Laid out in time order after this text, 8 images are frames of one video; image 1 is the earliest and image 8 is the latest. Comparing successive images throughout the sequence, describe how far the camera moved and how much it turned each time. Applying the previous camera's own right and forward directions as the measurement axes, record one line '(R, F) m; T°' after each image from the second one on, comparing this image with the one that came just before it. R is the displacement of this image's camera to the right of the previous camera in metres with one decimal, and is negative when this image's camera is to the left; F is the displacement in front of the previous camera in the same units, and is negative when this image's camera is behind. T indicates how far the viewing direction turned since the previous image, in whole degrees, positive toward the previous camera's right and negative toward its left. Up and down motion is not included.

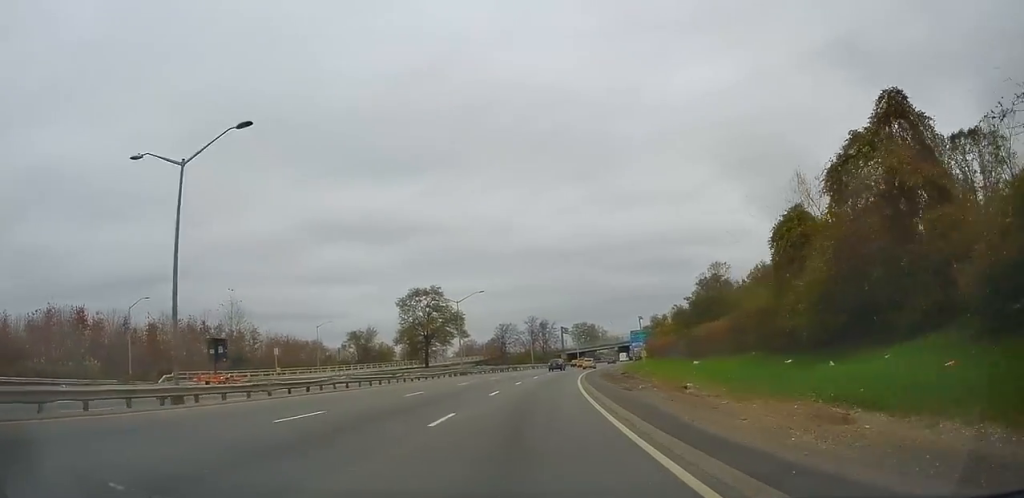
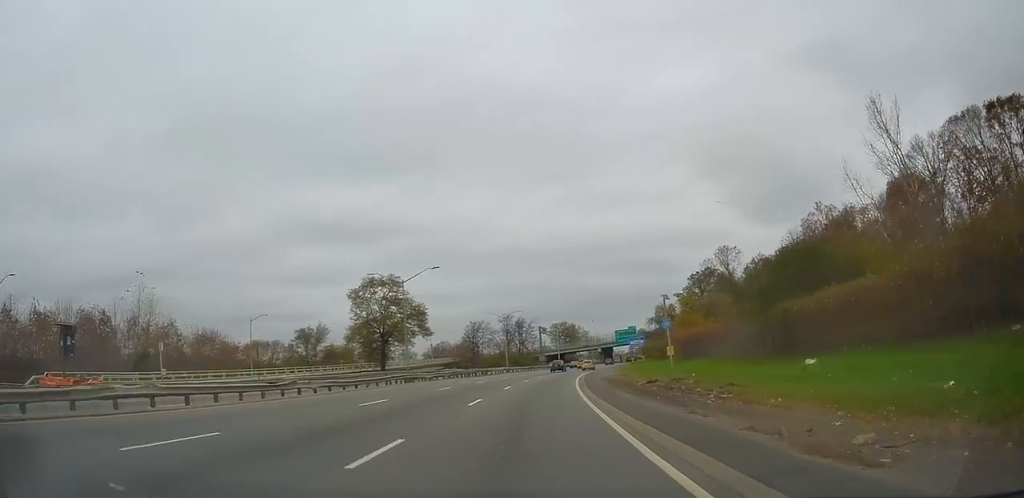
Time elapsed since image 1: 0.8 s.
(+0.6, +17.7) m; +3°
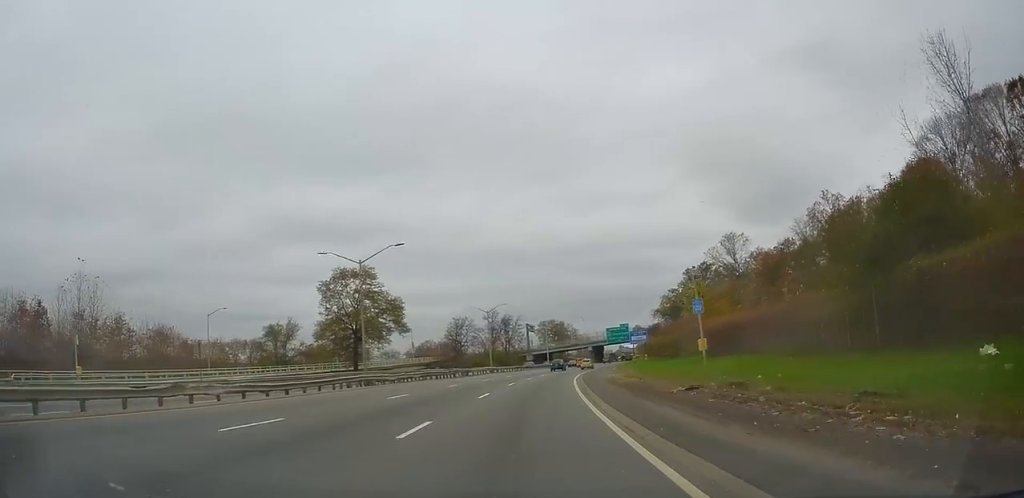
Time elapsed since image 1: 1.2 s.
(+0.1, +9.2) m; +2°
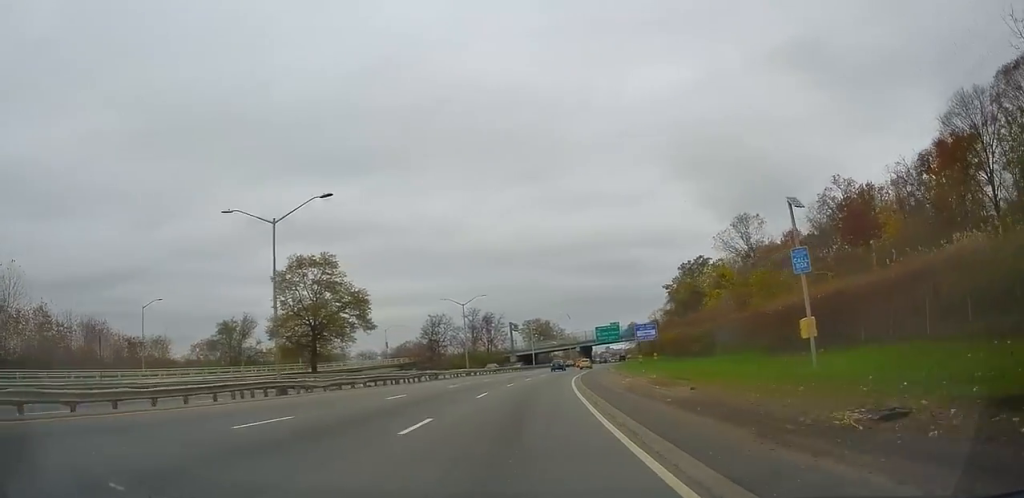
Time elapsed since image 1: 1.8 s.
(+0.3, +11.8) m; +2°
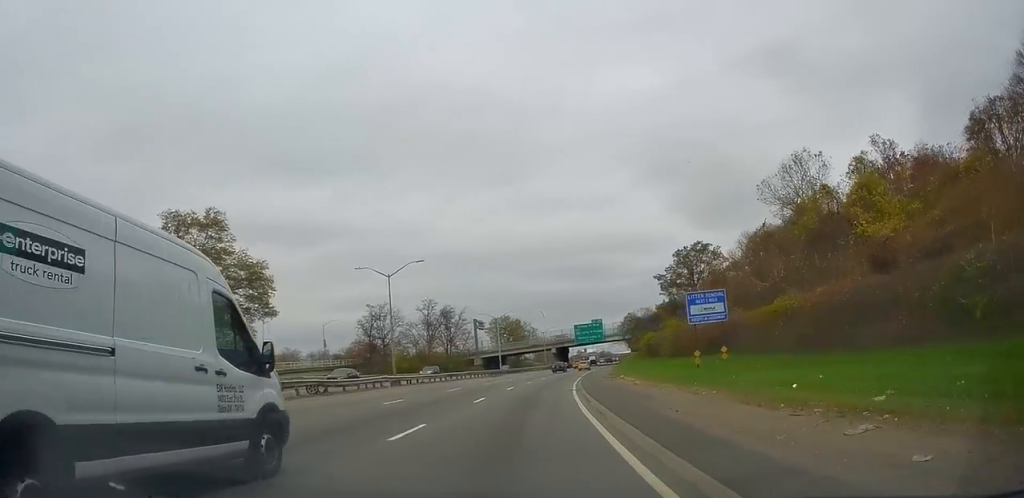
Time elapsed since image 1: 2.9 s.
(+0.8, +24.8) m; +3°
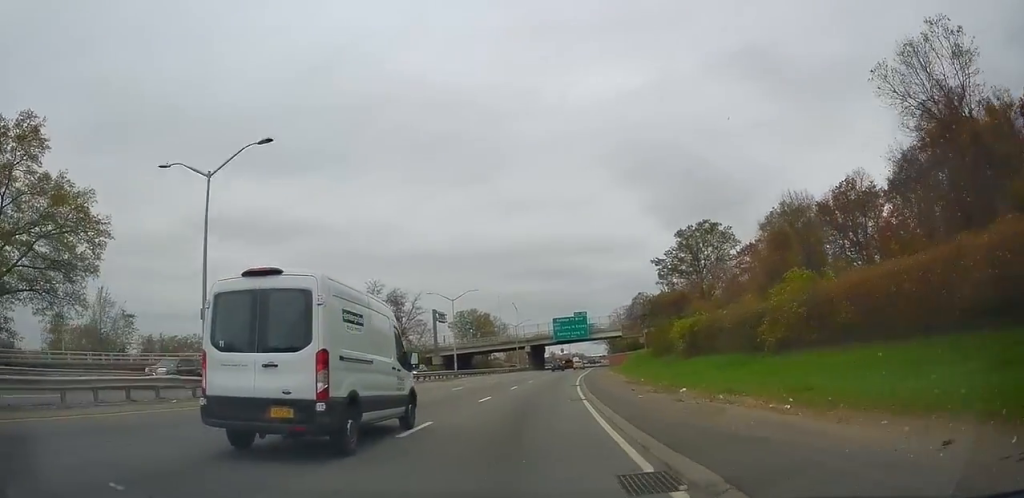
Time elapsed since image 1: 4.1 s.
(+0.5, +23.9) m; +2°
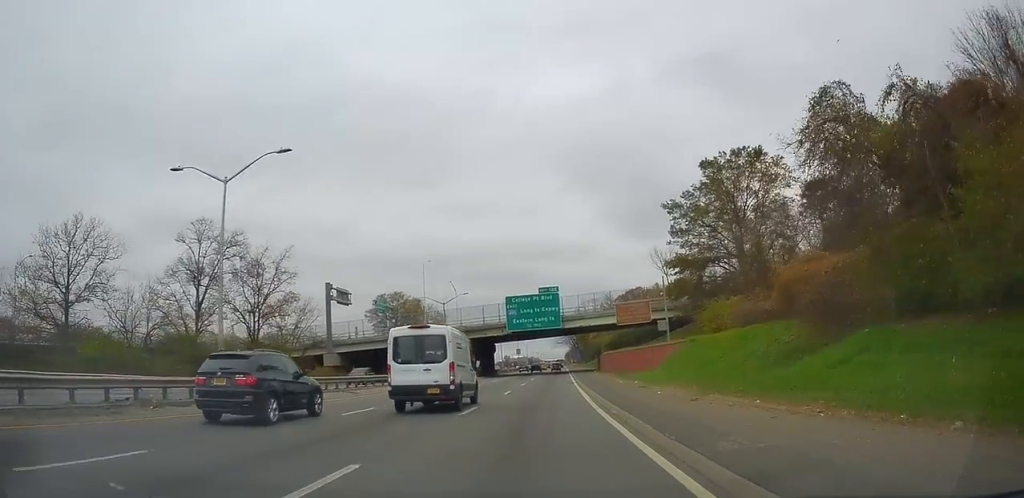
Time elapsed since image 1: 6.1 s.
(+2.5, +41.1) m; +6°
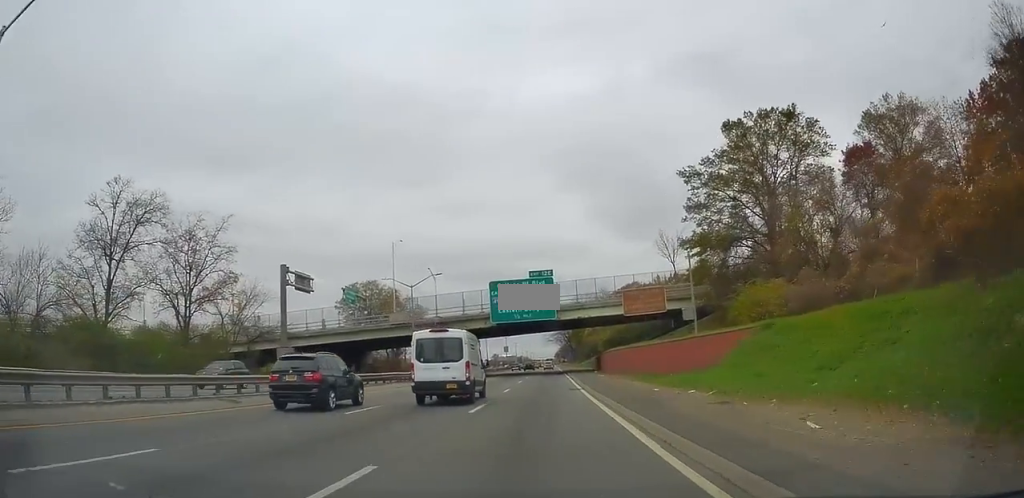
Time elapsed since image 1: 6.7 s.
(-0.1, +12.1) m; +1°
